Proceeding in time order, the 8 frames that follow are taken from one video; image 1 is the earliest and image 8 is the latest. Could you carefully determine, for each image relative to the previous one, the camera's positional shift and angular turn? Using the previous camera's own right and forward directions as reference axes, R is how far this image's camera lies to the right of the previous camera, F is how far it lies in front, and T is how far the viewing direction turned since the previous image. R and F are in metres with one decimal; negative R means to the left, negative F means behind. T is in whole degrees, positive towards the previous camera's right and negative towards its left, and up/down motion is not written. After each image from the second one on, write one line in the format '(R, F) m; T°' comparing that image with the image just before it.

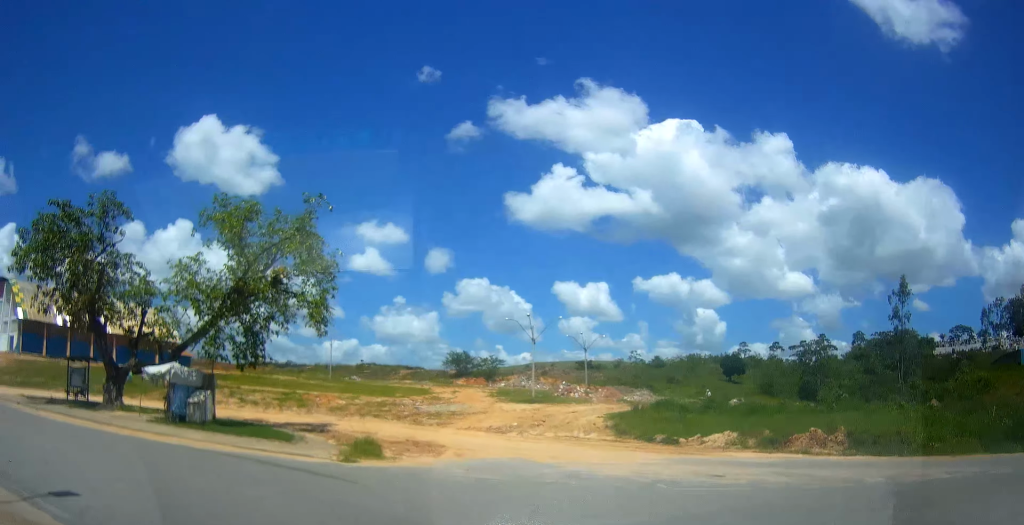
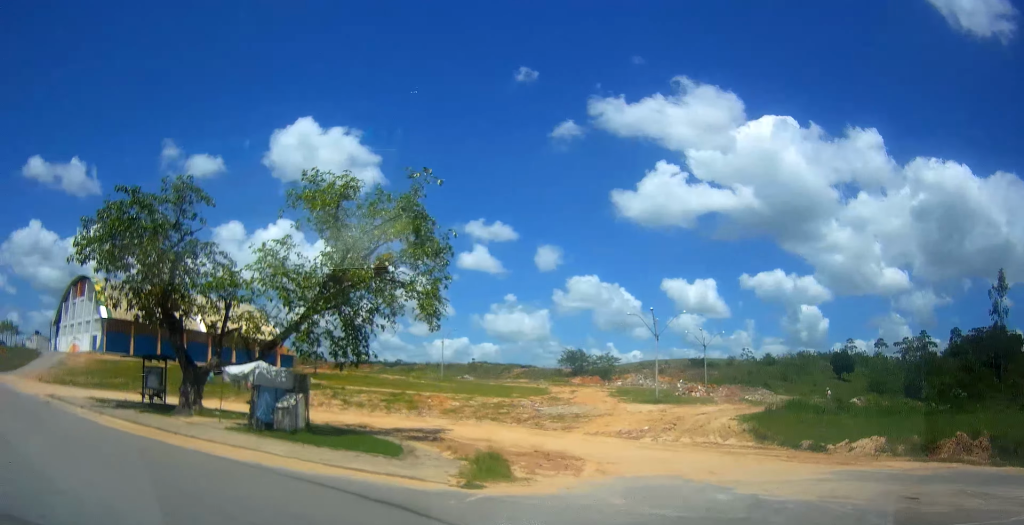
(-0.3, +4.3) m; -8°
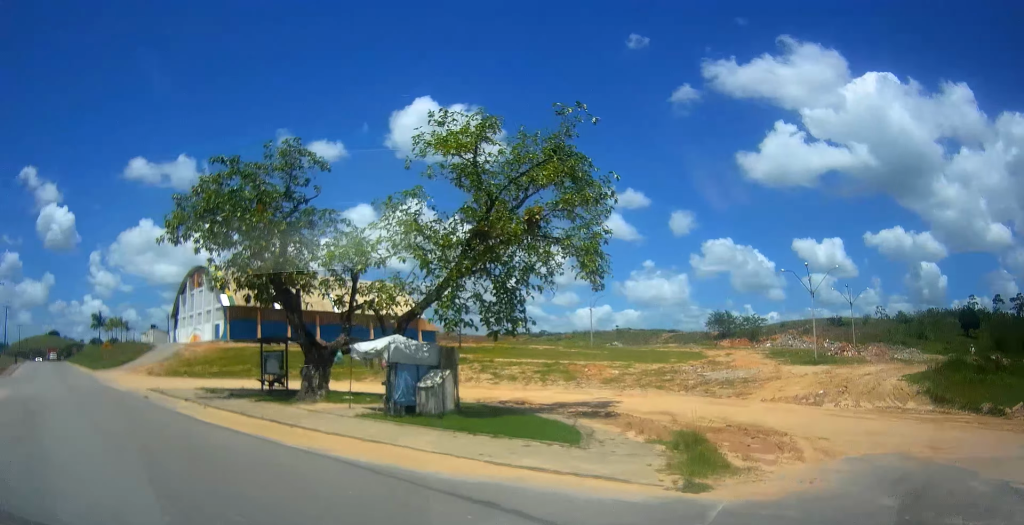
(-0.3, +3.4) m; -8°
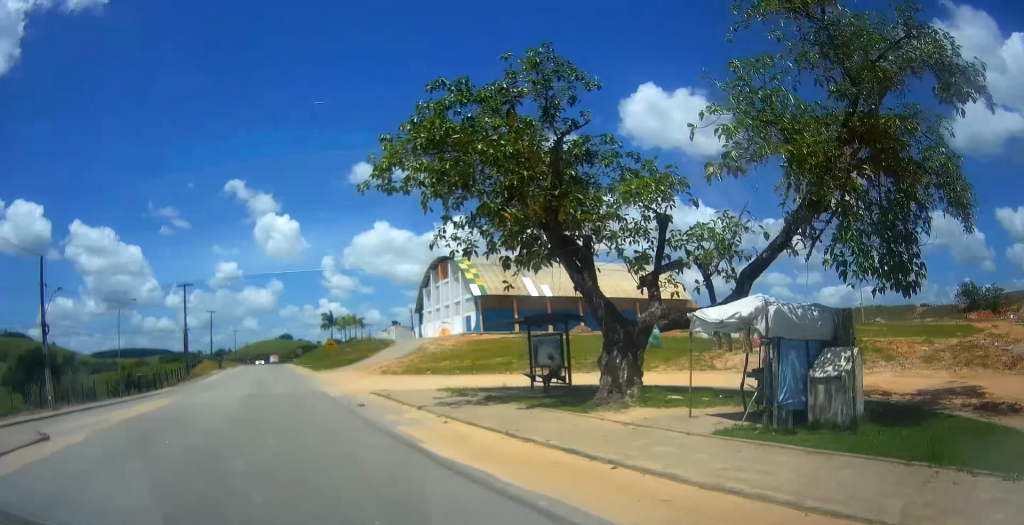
(-0.6, +5.5) m; -11°
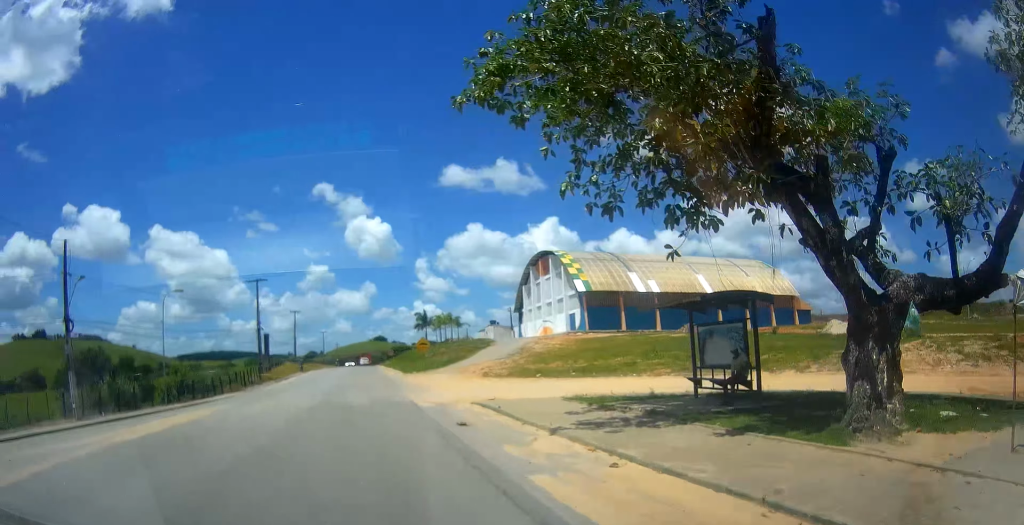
(0.0, +3.8) m; -11°
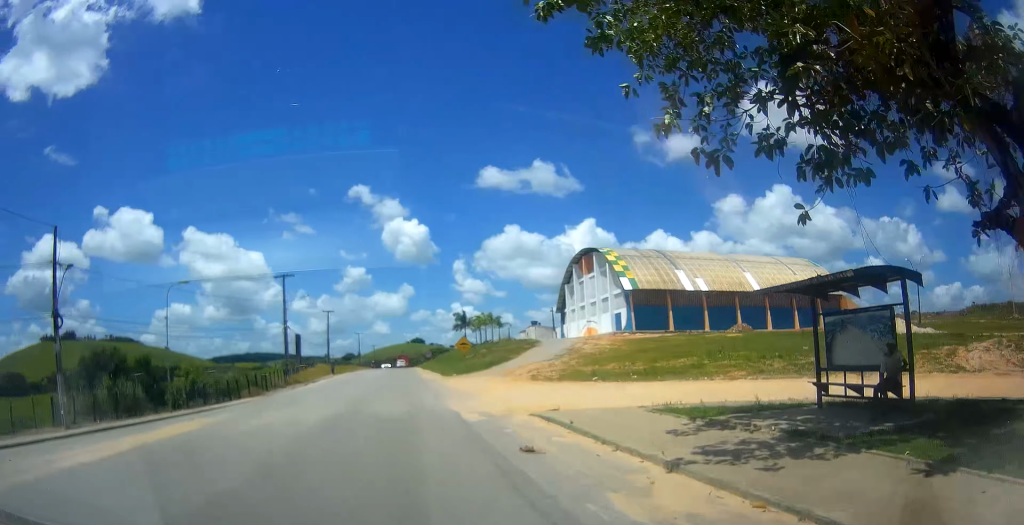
(-0.4, +2.6) m; -8°
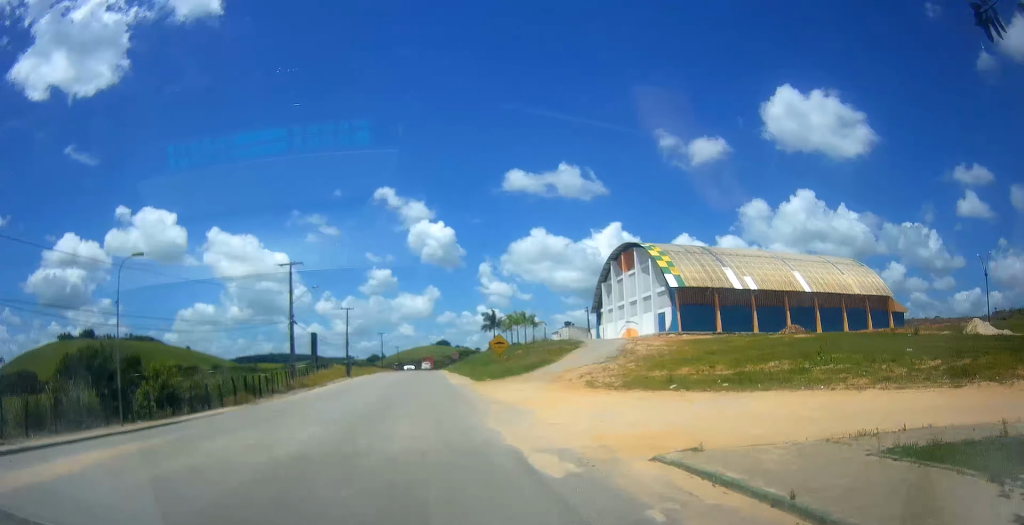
(-0.5, +4.4) m; -11°
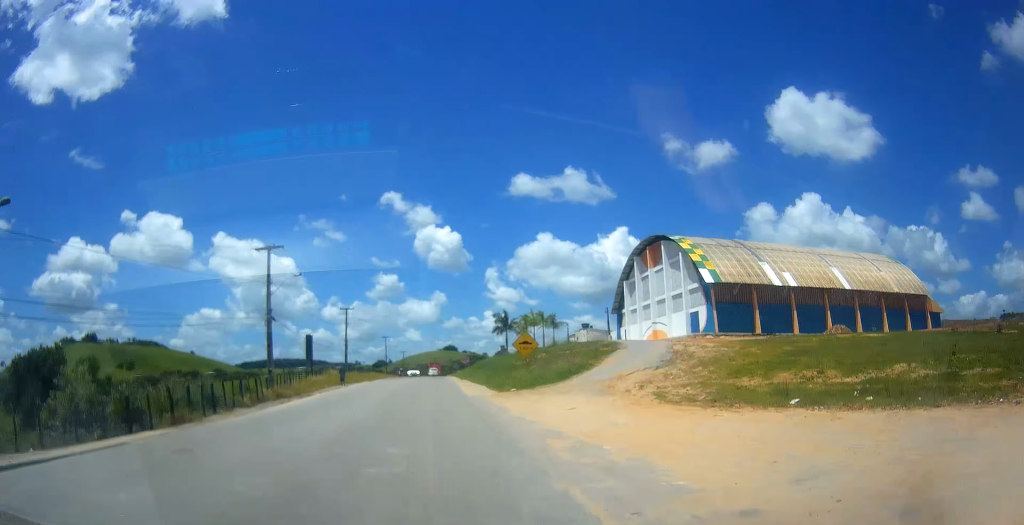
(-0.4, +5.6) m; -7°
